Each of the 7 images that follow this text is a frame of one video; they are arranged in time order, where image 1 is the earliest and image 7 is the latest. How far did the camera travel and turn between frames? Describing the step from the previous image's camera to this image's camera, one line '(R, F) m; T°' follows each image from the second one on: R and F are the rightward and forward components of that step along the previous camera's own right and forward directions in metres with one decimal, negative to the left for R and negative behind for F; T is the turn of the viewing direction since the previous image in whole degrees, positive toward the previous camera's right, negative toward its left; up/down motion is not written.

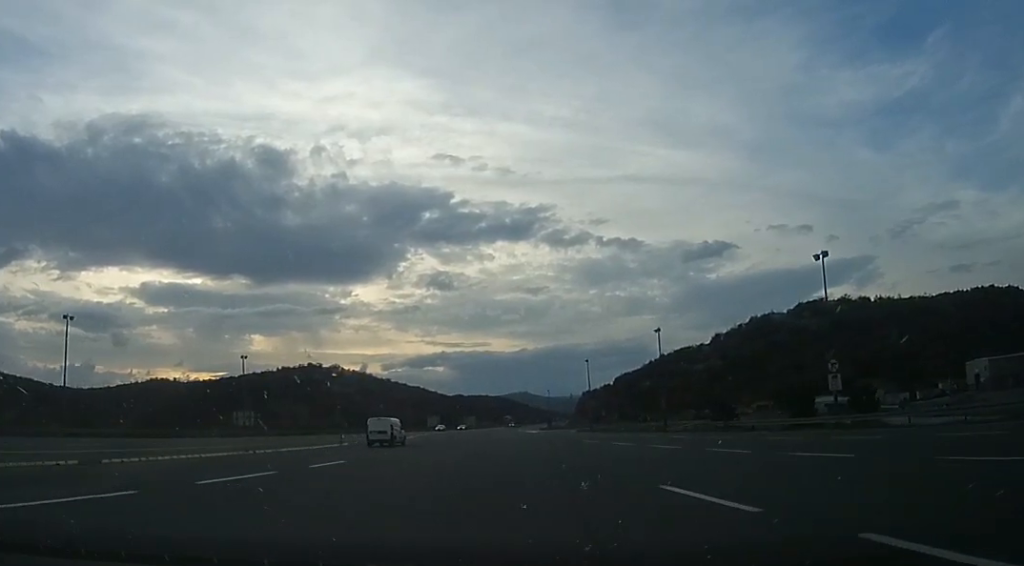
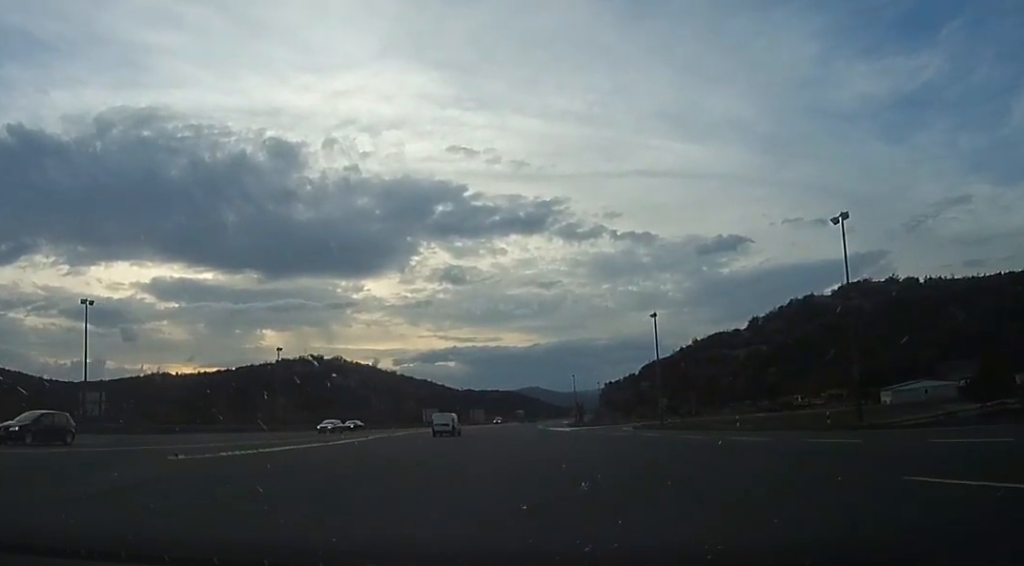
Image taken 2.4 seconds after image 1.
(-1.7, +33.8) m; -3°
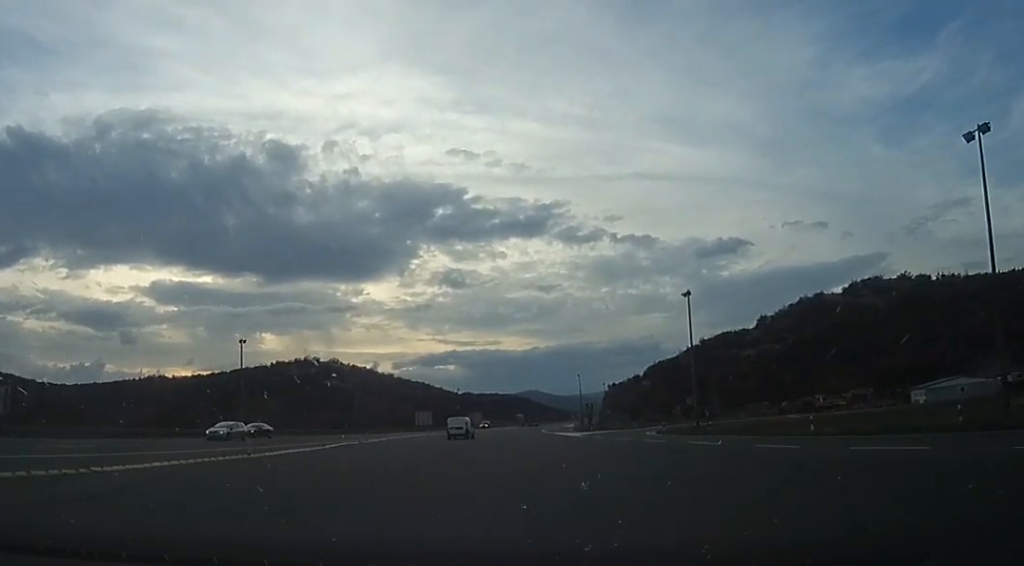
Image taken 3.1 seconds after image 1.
(+0.1, +10.7) m; +1°
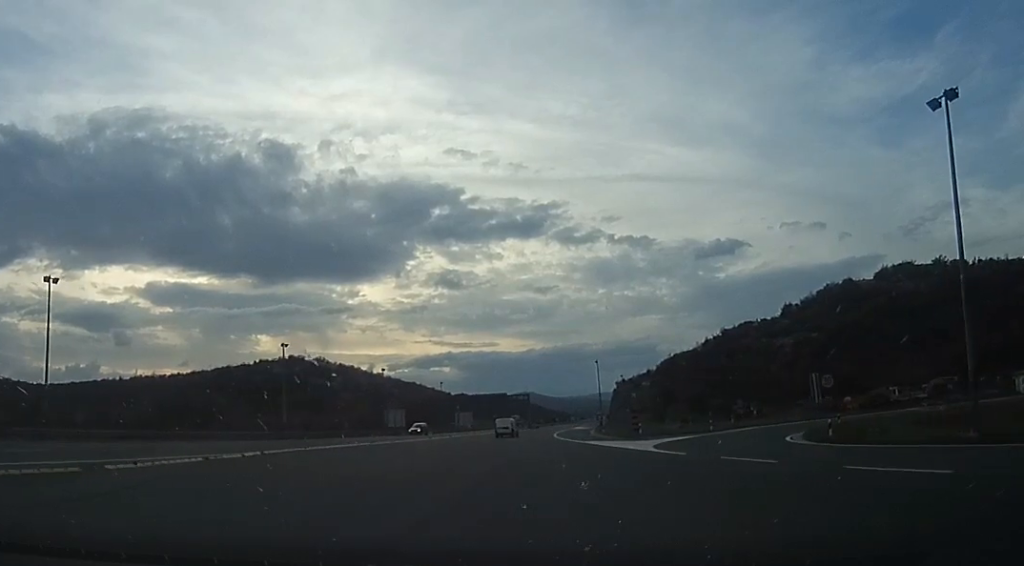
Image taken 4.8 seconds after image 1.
(+0.5, +29.2) m; +2°
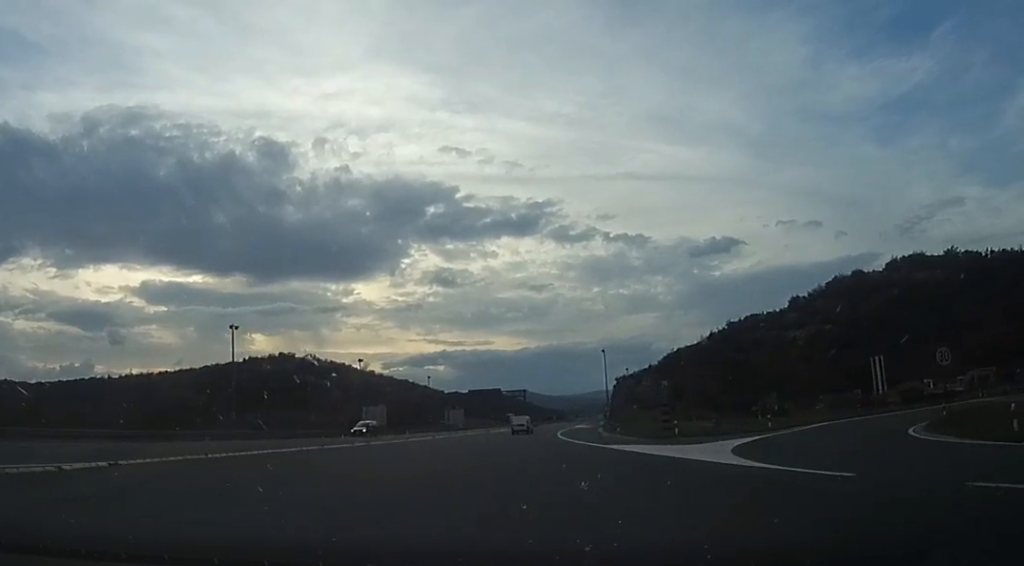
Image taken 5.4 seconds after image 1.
(0.0, +11.3) m; 0°
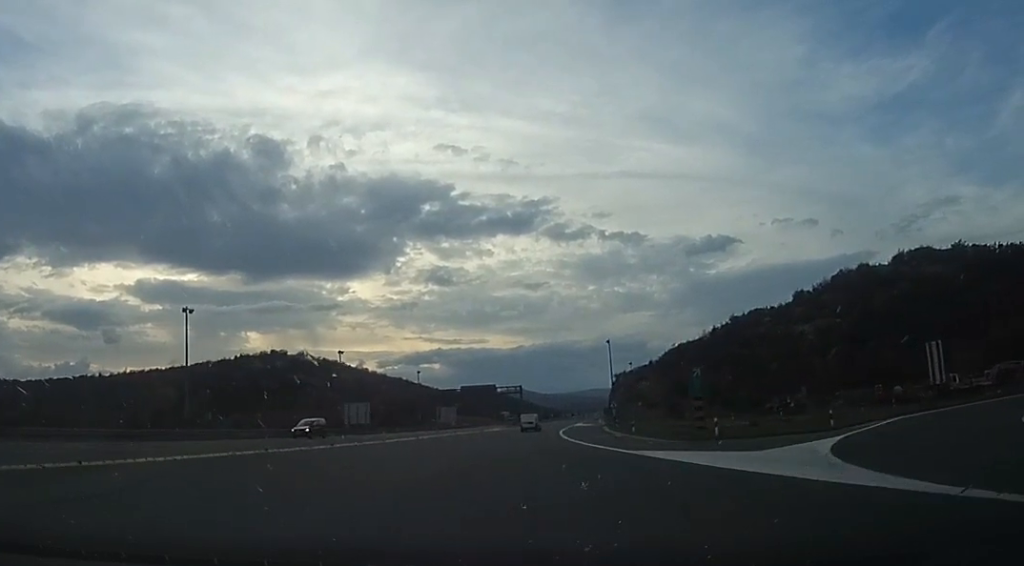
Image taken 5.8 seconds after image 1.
(0.0, +7.5) m; +1°
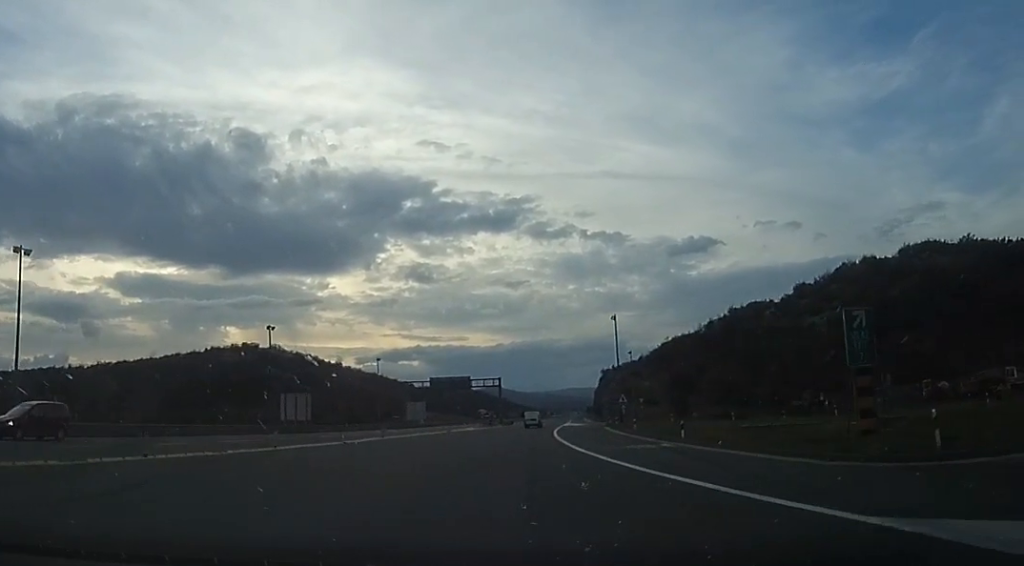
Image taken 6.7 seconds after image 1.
(+0.2, +16.6) m; +4°
